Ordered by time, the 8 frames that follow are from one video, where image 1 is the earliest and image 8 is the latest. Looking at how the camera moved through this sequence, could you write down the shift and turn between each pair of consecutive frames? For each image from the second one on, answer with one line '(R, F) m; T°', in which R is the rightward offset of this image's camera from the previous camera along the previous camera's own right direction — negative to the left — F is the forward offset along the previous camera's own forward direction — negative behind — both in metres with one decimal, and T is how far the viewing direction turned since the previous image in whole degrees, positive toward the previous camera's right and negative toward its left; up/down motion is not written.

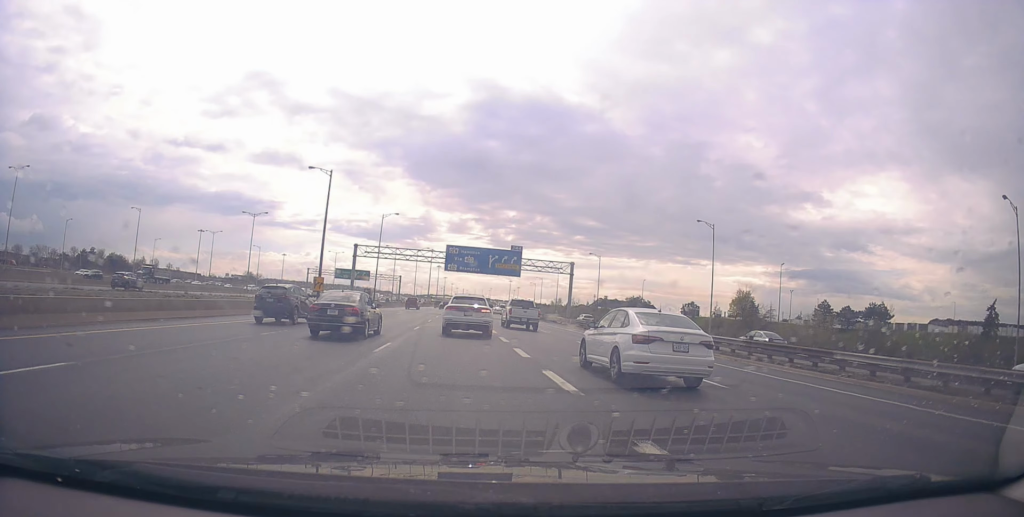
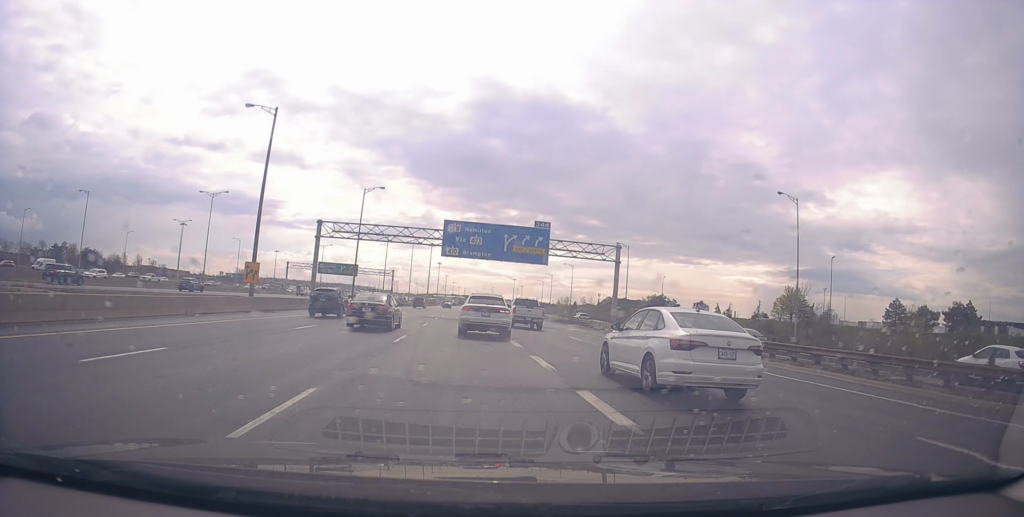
(+0.2, +20.3) m; -1°
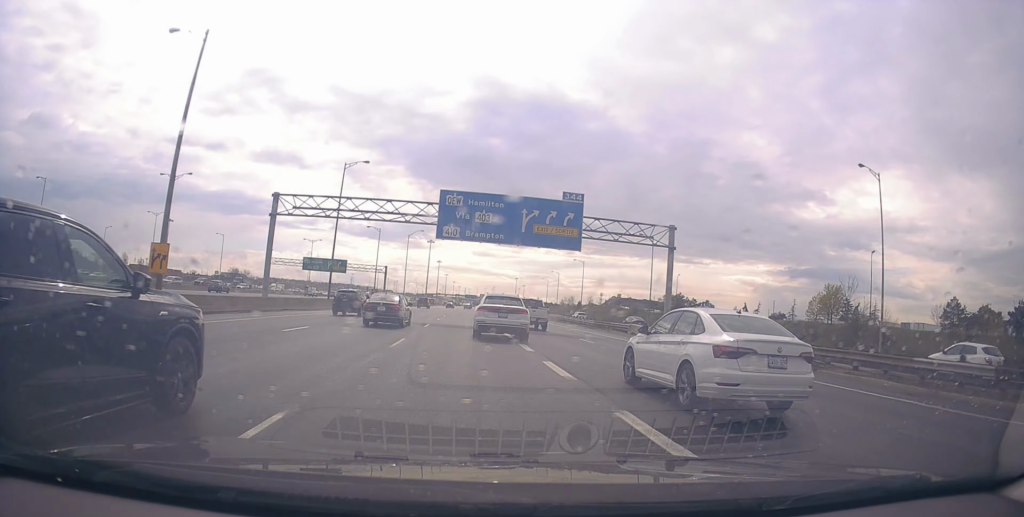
(-0.2, +13.8) m; -1°
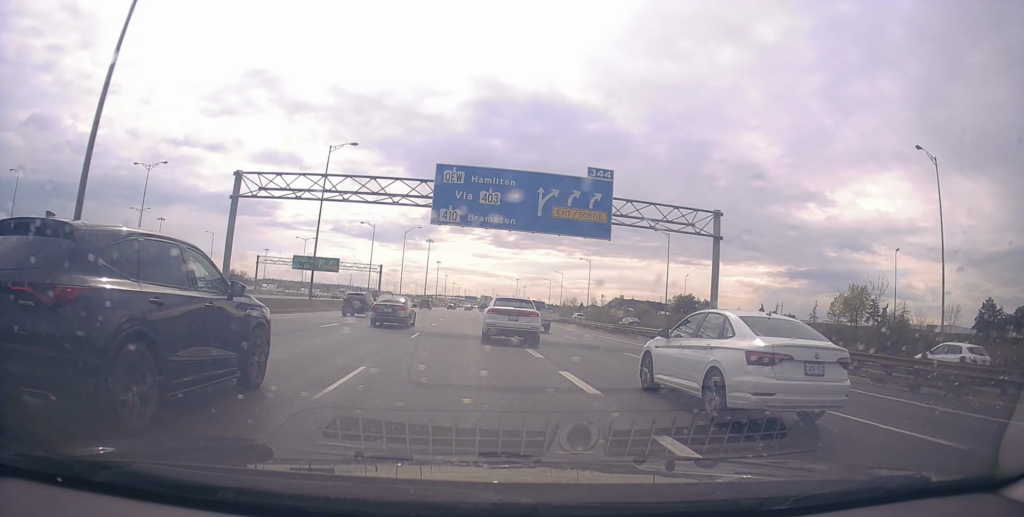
(-0.2, +7.6) m; 0°
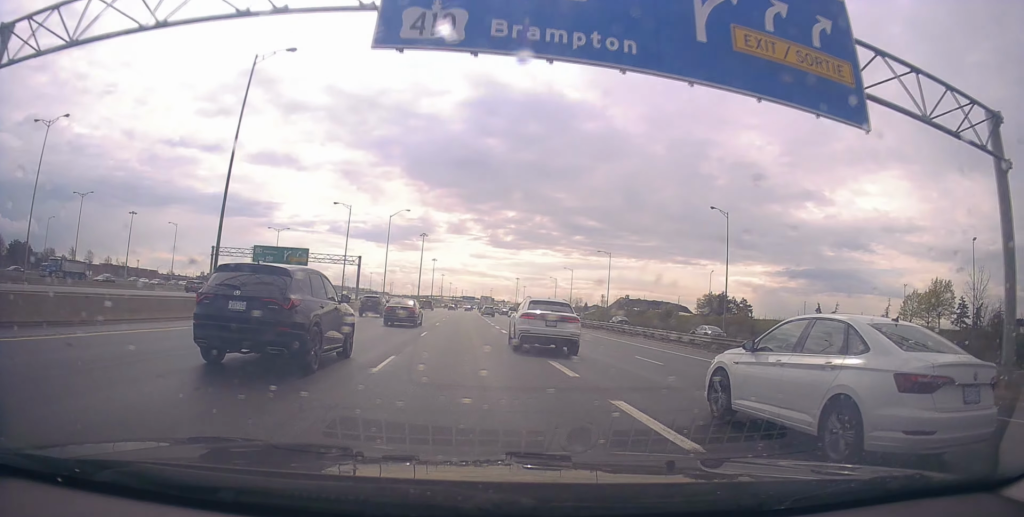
(+0.5, +21.9) m; +1°
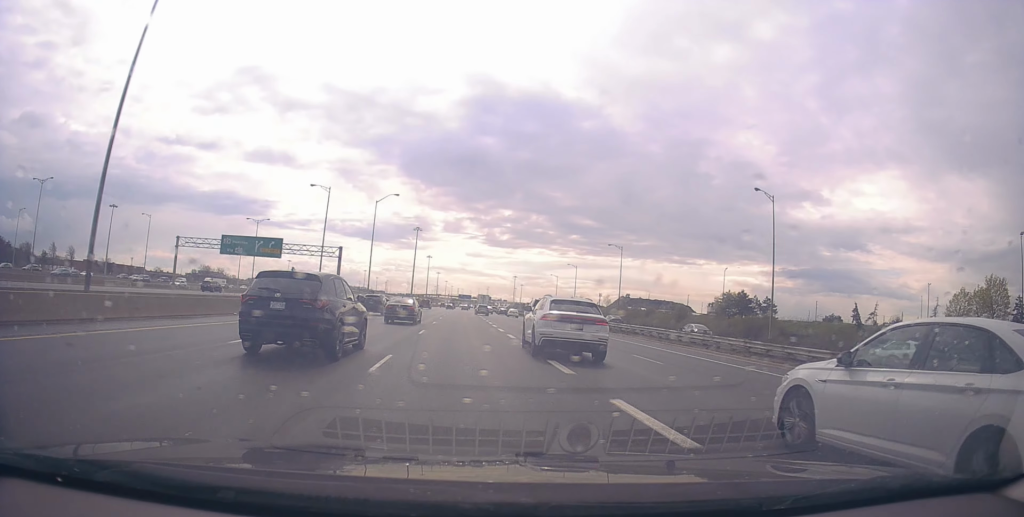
(-0.1, +11.6) m; 0°
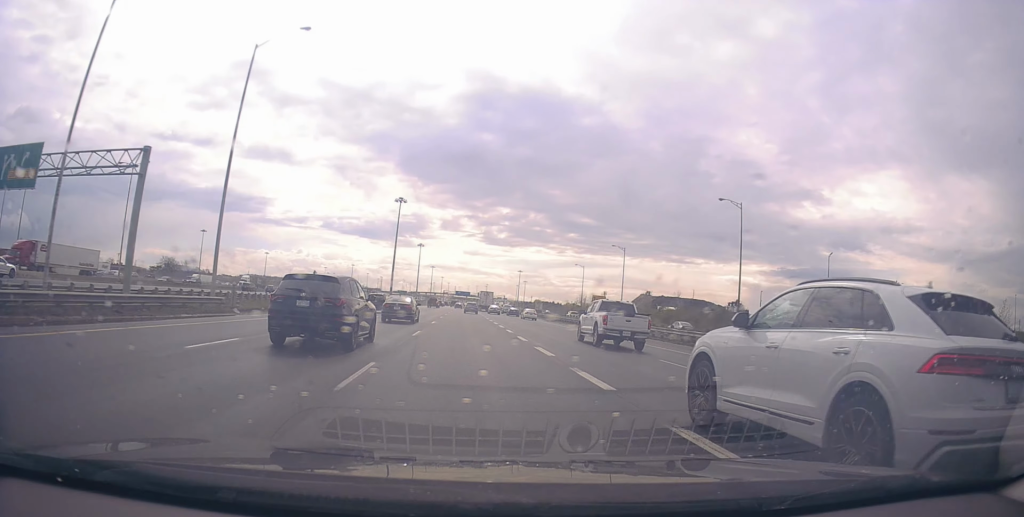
(+1.0, +50.1) m; +1°
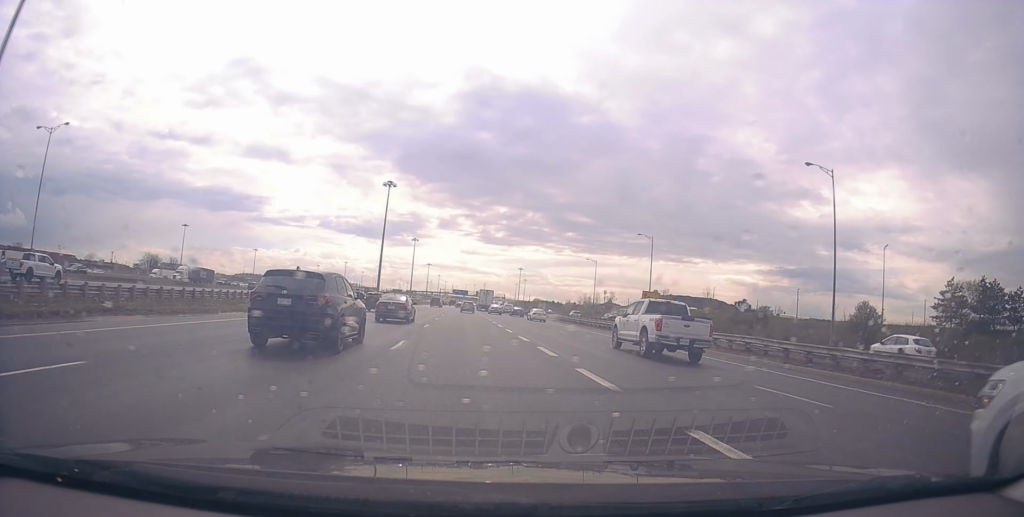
(-0.3, +18.5) m; -1°
